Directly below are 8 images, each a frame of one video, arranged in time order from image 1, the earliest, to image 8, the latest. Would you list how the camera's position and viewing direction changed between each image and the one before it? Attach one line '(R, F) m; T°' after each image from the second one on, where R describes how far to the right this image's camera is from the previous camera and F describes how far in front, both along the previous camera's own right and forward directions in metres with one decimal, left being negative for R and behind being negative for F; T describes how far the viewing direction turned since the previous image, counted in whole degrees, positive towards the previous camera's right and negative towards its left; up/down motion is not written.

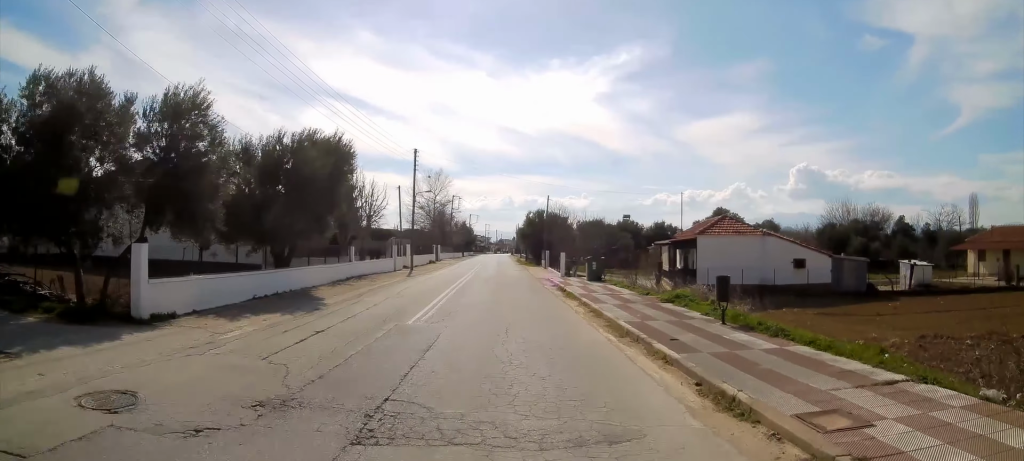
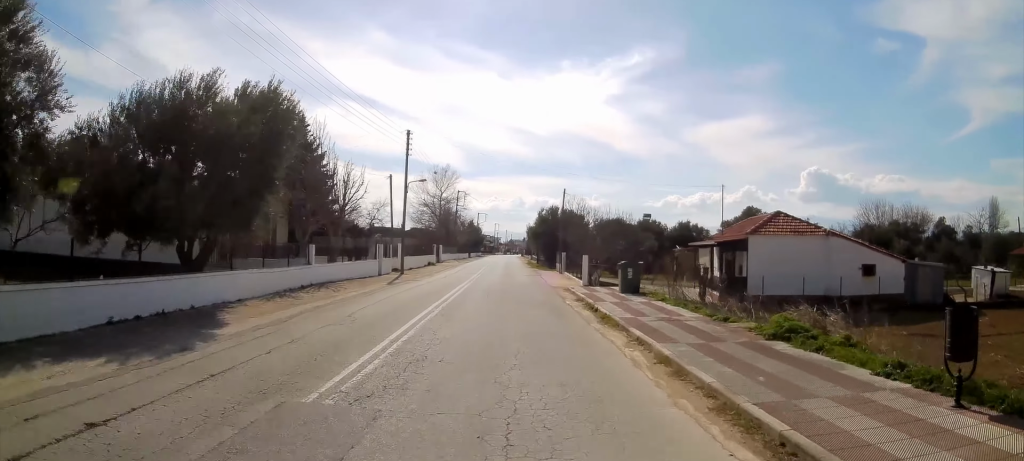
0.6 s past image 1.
(-0.2, +6.8) m; -2°
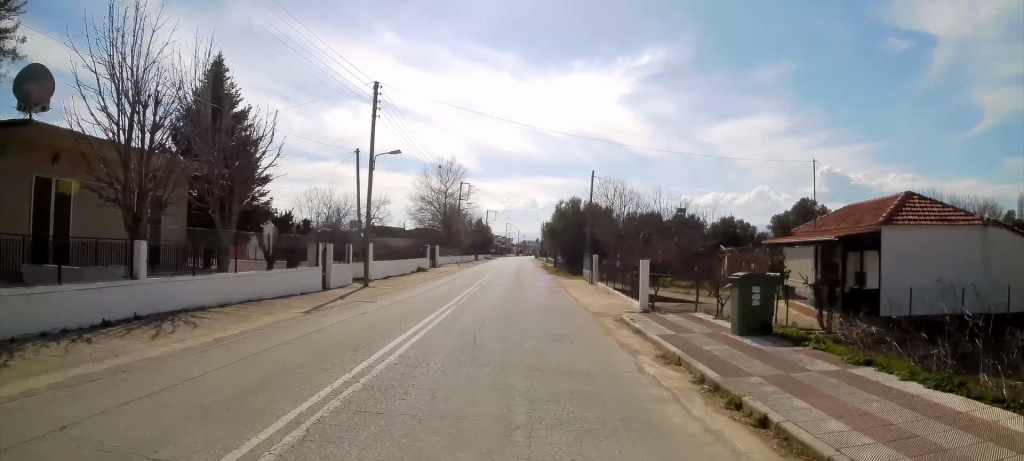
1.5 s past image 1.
(-0.3, +10.8) m; -2°
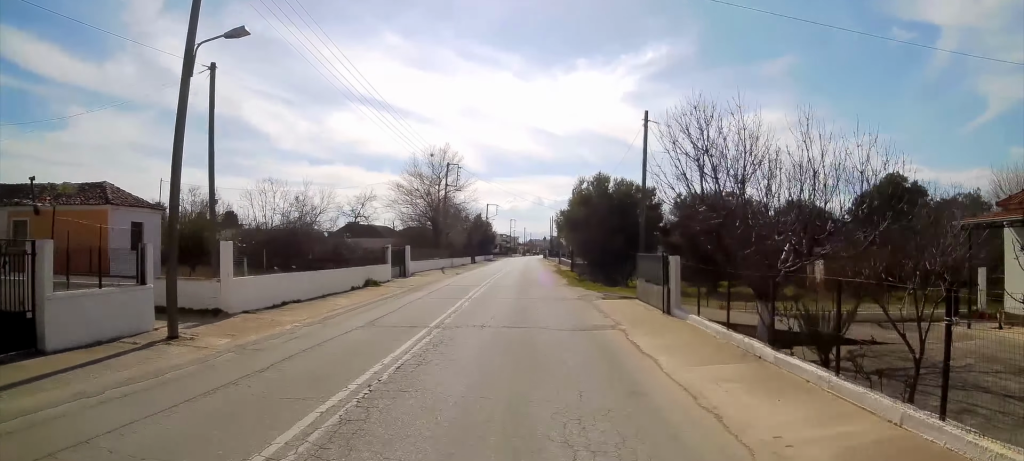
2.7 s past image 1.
(-0.1, +14.4) m; 0°
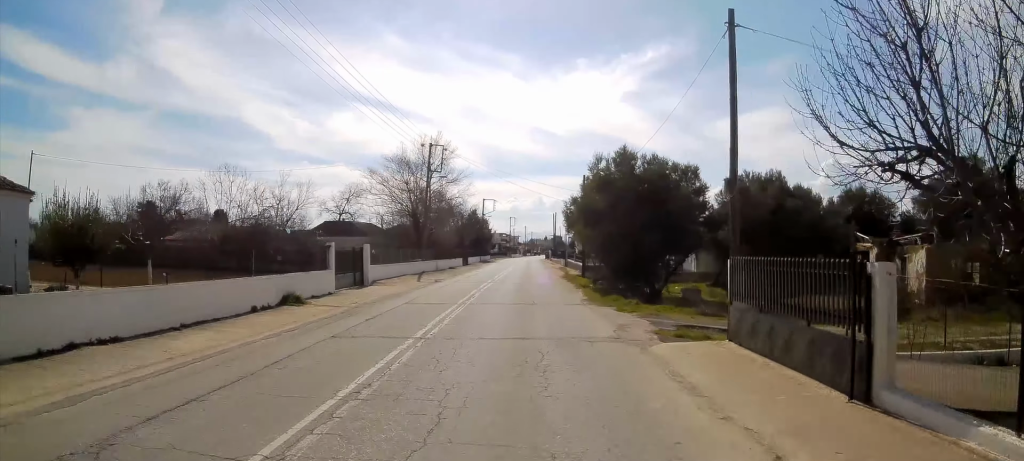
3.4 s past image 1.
(0.0, +8.8) m; 0°
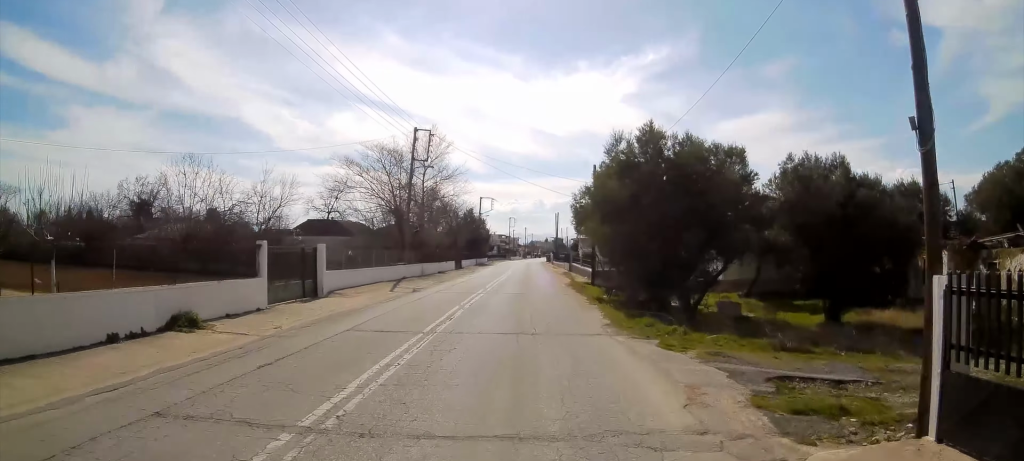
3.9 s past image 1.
(0.0, +5.6) m; 0°
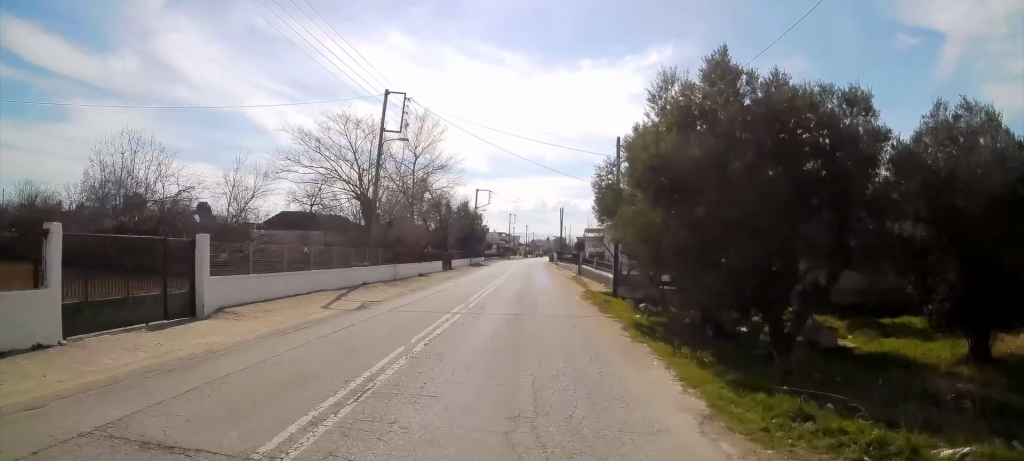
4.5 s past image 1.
(0.0, +7.6) m; 0°
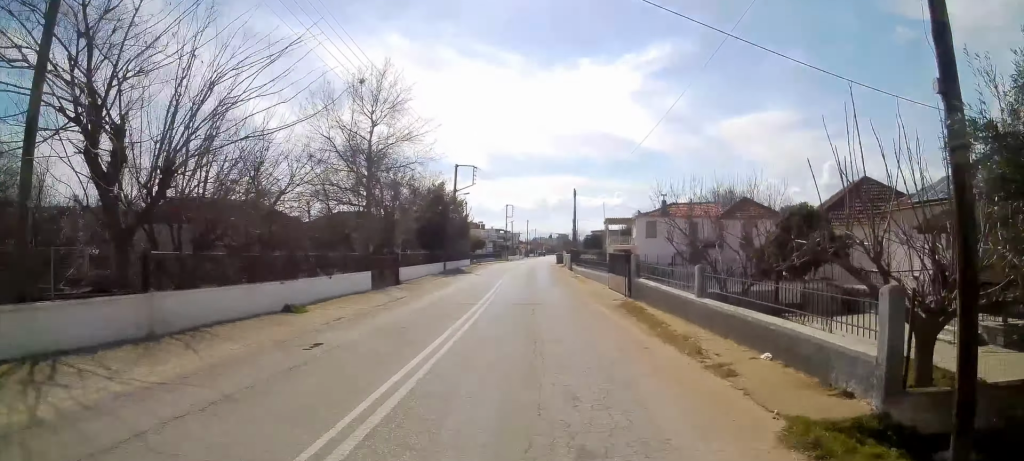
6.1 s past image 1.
(0.0, +18.8) m; 0°
